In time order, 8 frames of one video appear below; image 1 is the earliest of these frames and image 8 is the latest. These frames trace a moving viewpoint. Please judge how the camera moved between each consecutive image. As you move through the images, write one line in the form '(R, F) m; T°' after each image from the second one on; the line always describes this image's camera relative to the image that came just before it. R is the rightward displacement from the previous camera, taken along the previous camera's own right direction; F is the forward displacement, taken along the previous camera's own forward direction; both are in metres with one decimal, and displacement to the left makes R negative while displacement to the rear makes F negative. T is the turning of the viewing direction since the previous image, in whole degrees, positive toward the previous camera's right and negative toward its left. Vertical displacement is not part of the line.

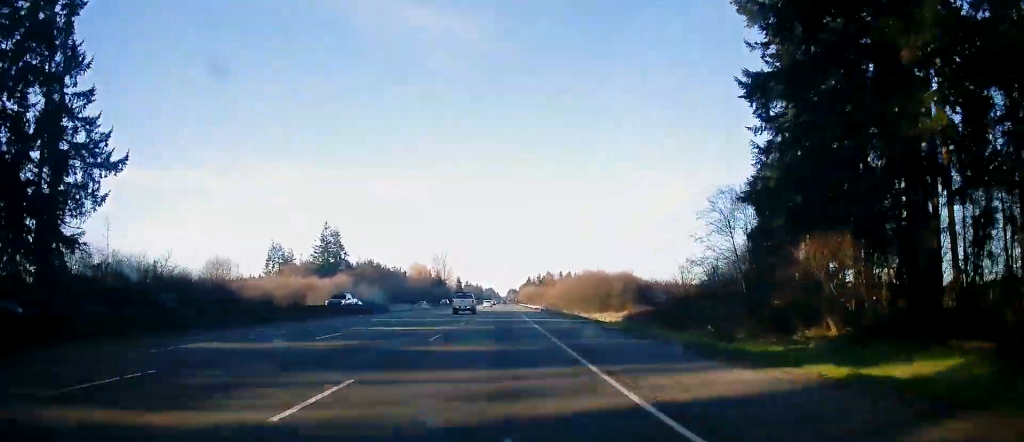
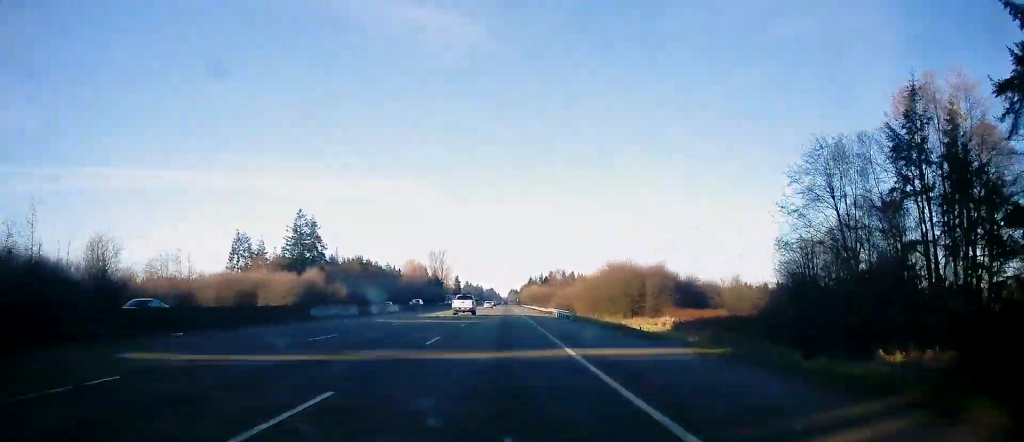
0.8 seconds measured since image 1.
(+0.2, +25.6) m; +1°
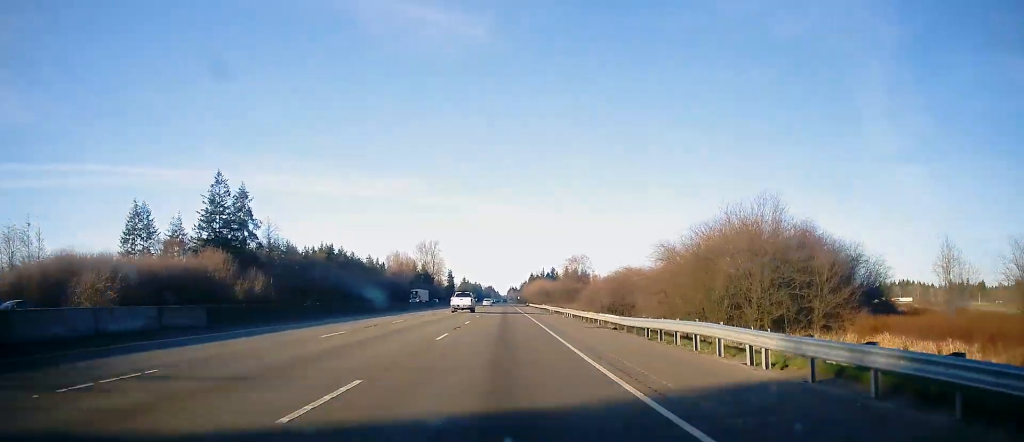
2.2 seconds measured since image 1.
(-0.1, +47.7) m; -1°
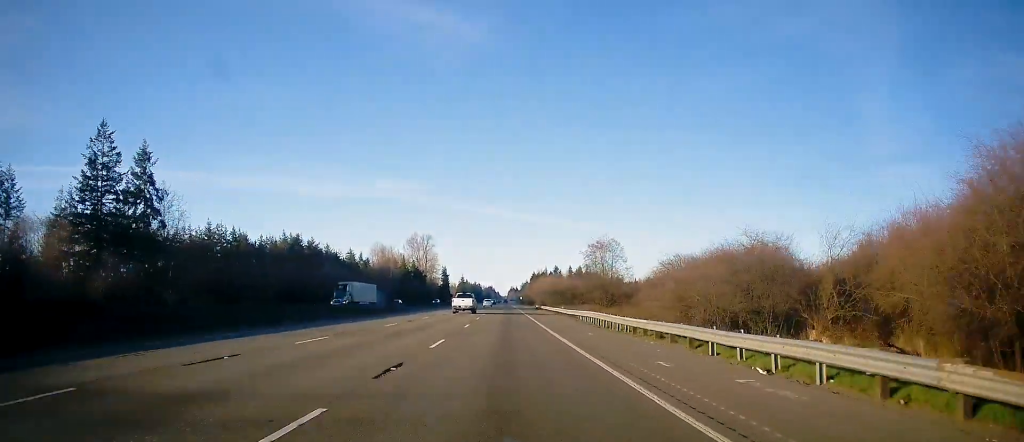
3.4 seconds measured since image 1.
(-0.3, +38.9) m; 0°
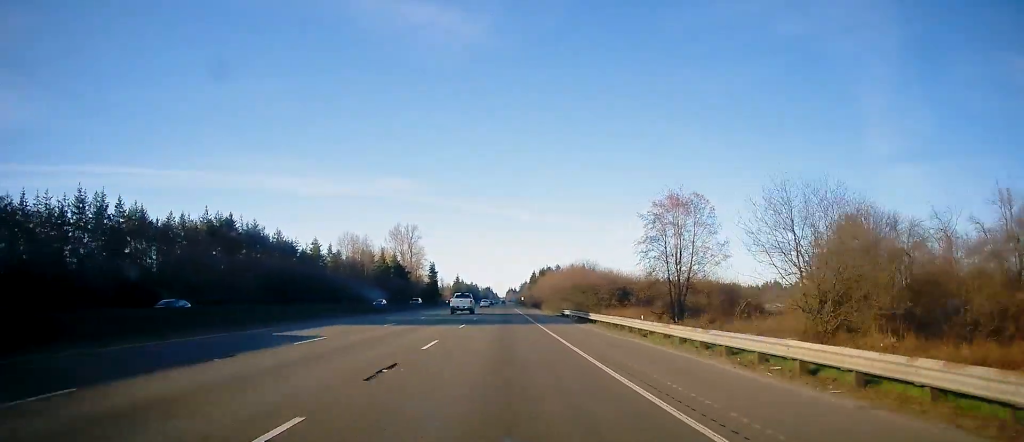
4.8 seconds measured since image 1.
(+0.5, +48.9) m; +1°
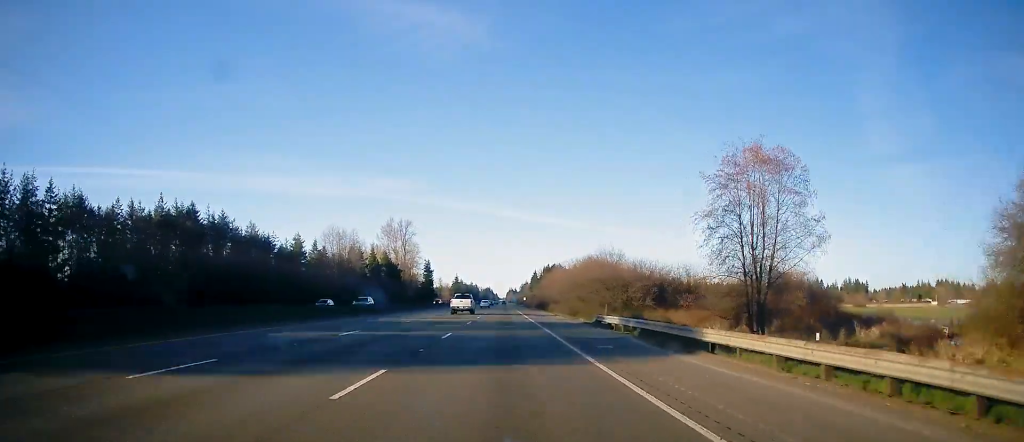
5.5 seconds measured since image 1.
(-0.1, +21.1) m; 0°
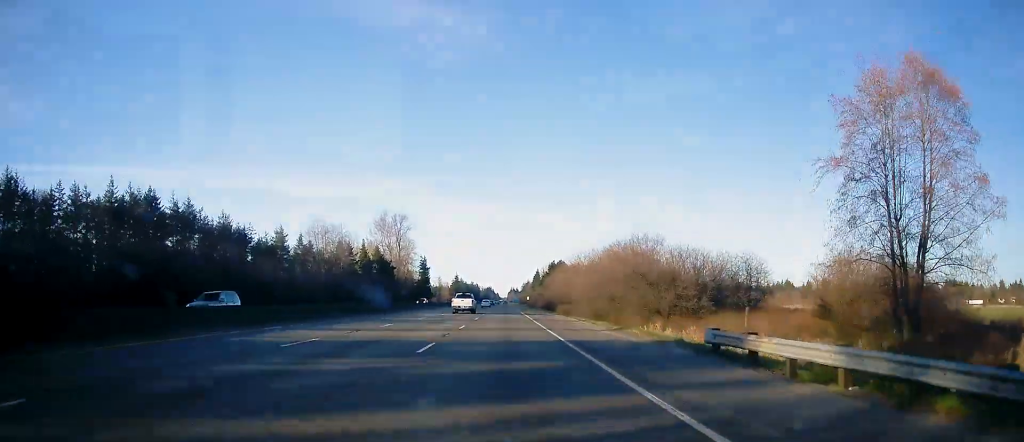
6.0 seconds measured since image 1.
(0.0, +17.8) m; 0°
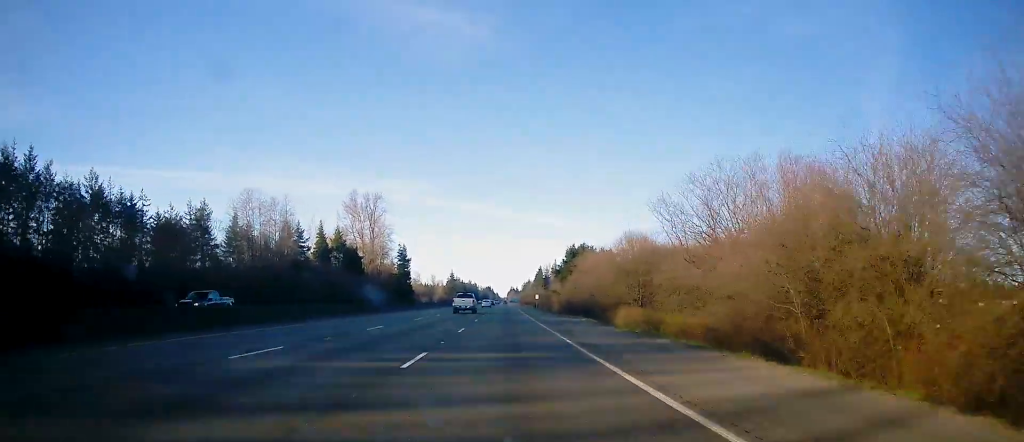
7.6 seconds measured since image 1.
(+0.1, +52.1) m; 0°
